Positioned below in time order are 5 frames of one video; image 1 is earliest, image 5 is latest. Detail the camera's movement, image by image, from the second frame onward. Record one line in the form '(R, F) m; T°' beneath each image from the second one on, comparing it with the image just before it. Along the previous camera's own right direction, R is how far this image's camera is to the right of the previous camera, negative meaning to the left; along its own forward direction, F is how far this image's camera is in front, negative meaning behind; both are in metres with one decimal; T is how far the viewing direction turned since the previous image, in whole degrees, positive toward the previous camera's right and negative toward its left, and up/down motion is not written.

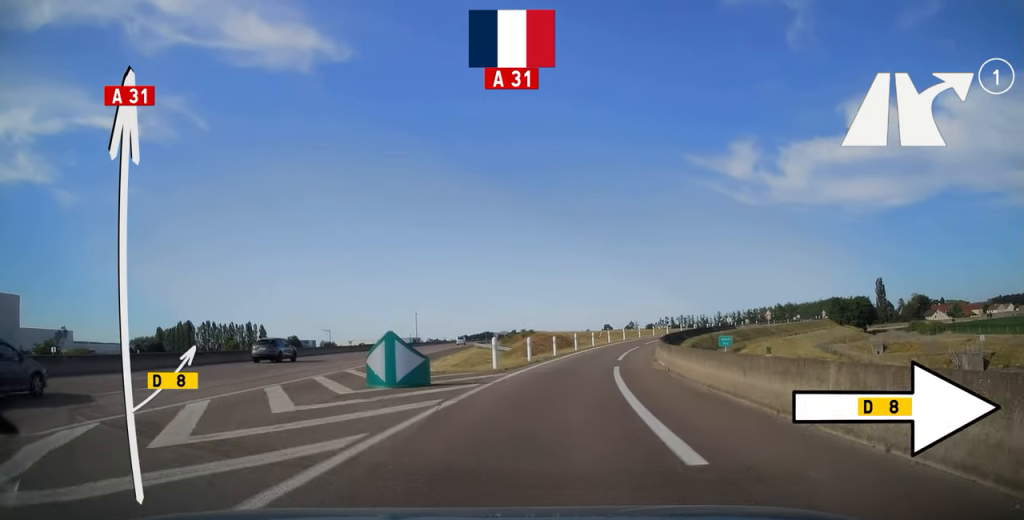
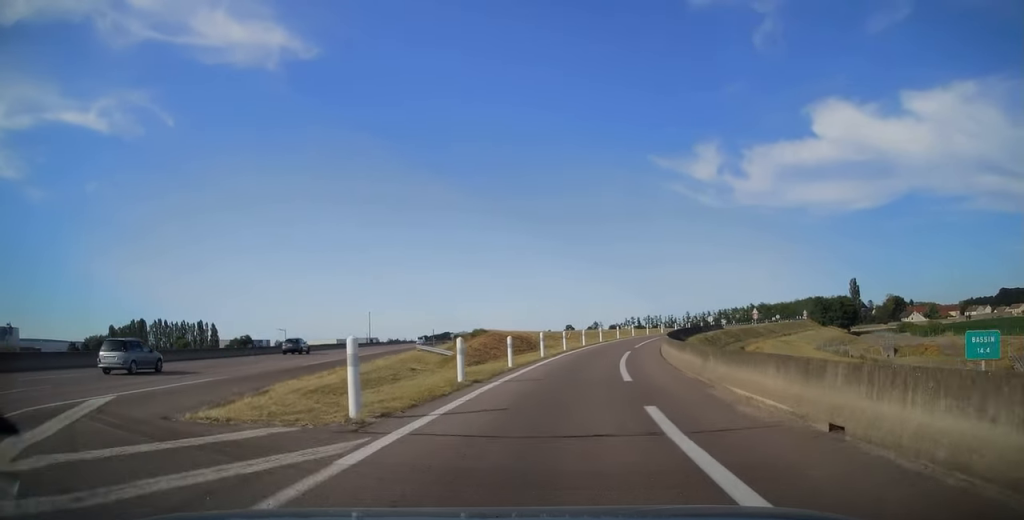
(+0.1, +15.1) m; +2°
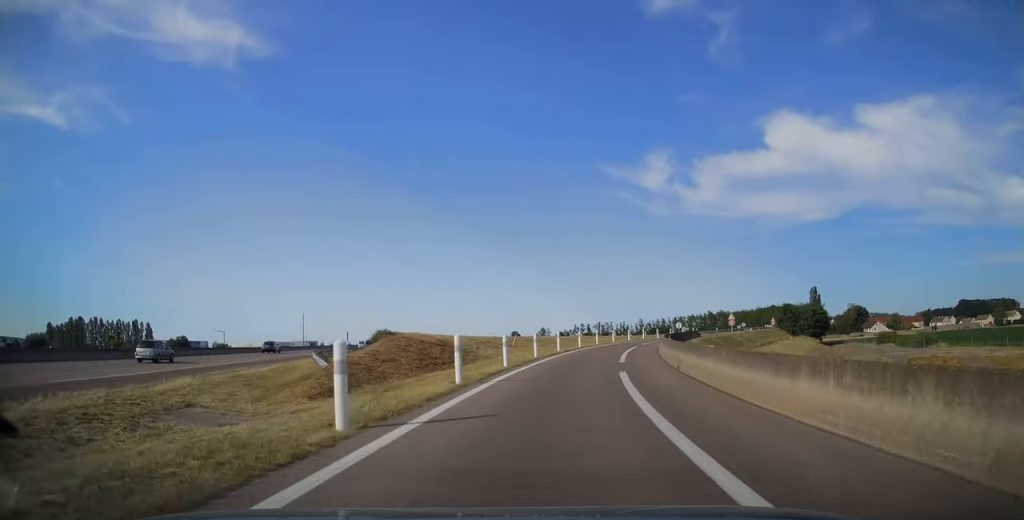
(+0.3, +16.8) m; +3°
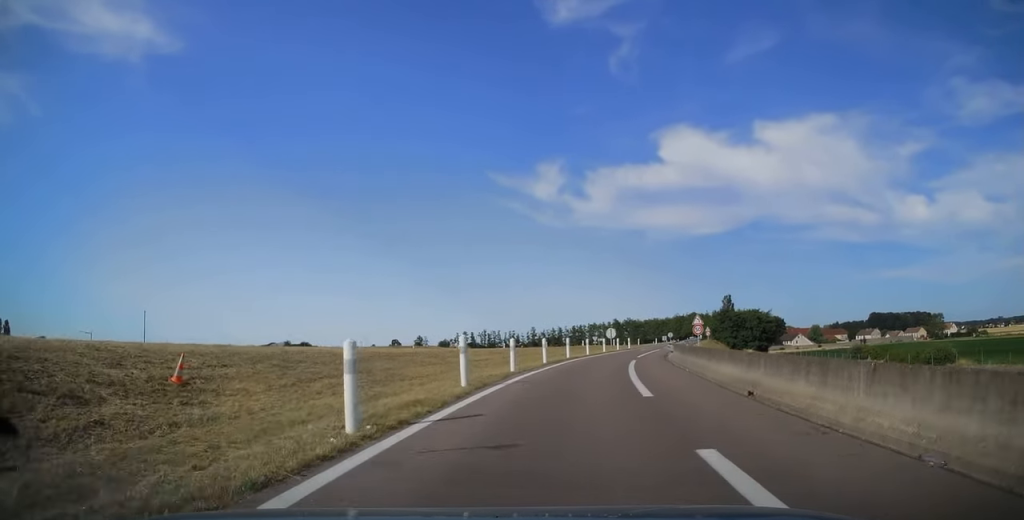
(+4.1, +40.1) m; +12°
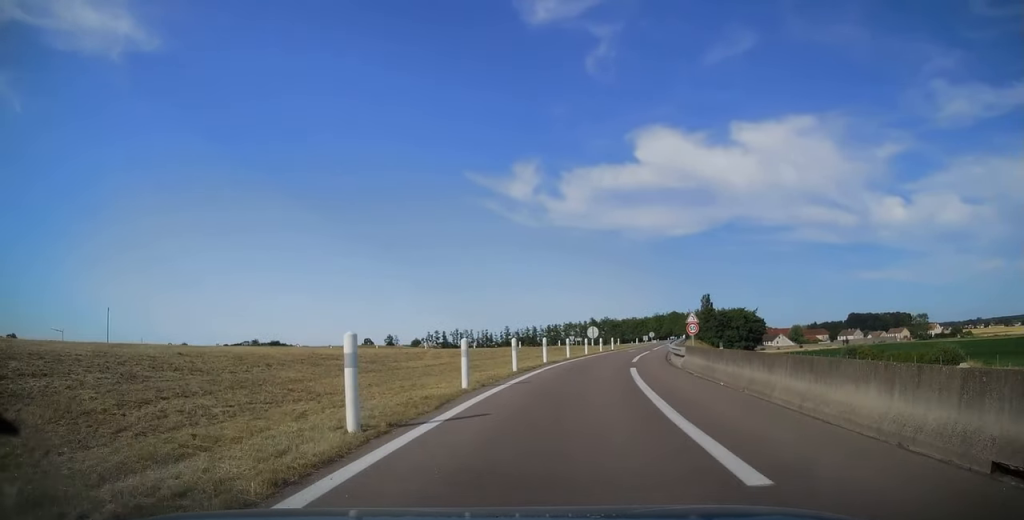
(+0.2, +8.2) m; +3°
